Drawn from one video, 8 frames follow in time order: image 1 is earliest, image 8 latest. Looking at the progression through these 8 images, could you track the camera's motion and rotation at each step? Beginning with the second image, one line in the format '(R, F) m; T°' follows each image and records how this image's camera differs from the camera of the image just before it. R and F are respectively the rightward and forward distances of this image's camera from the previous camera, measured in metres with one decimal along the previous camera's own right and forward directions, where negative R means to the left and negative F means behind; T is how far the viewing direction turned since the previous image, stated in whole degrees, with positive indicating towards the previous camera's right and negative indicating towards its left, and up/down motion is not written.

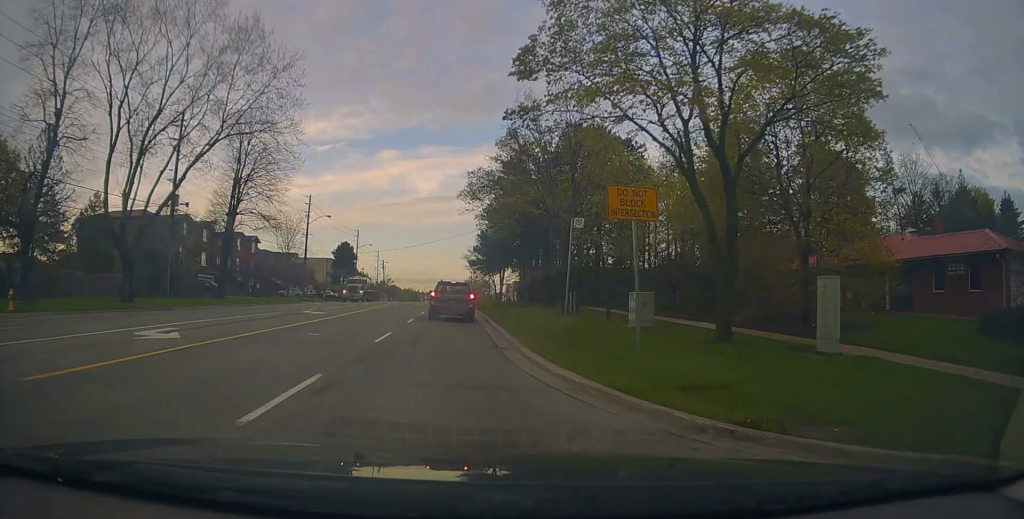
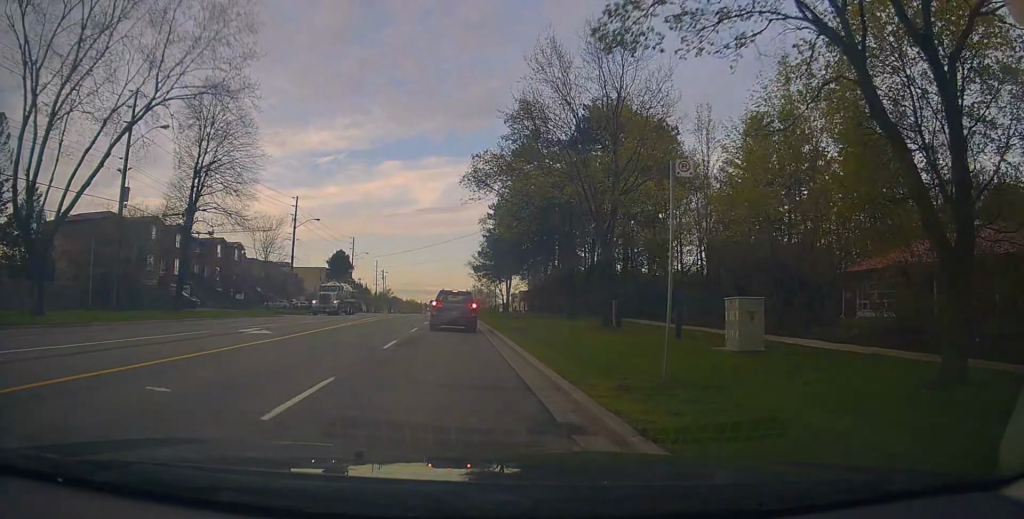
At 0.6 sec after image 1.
(-0.1, +8.1) m; 0°
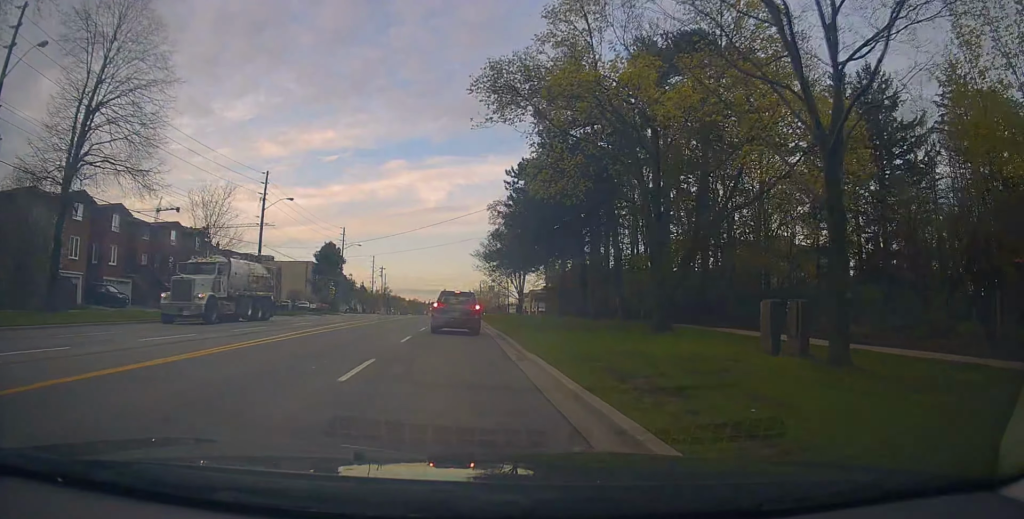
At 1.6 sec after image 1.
(+0.2, +14.5) m; 0°
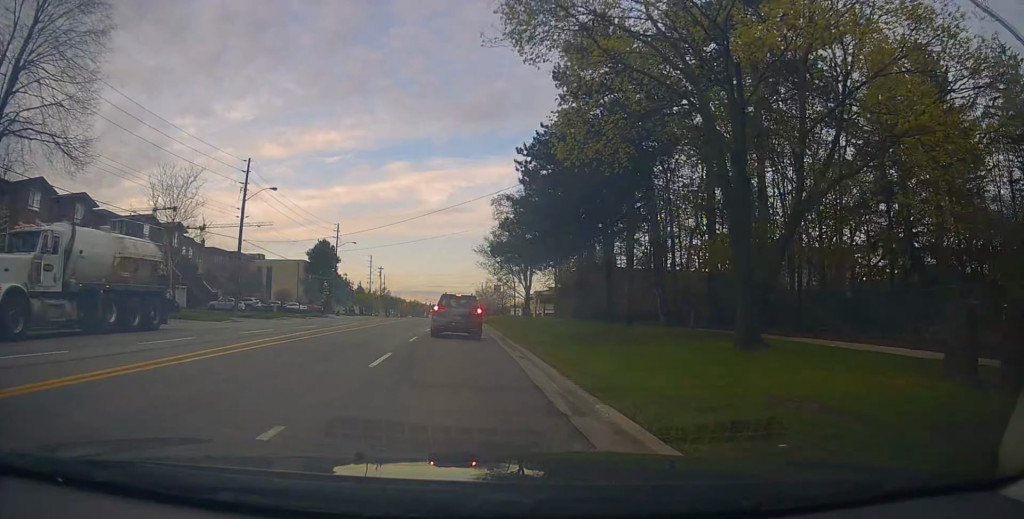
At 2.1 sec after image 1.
(-0.2, +6.3) m; 0°
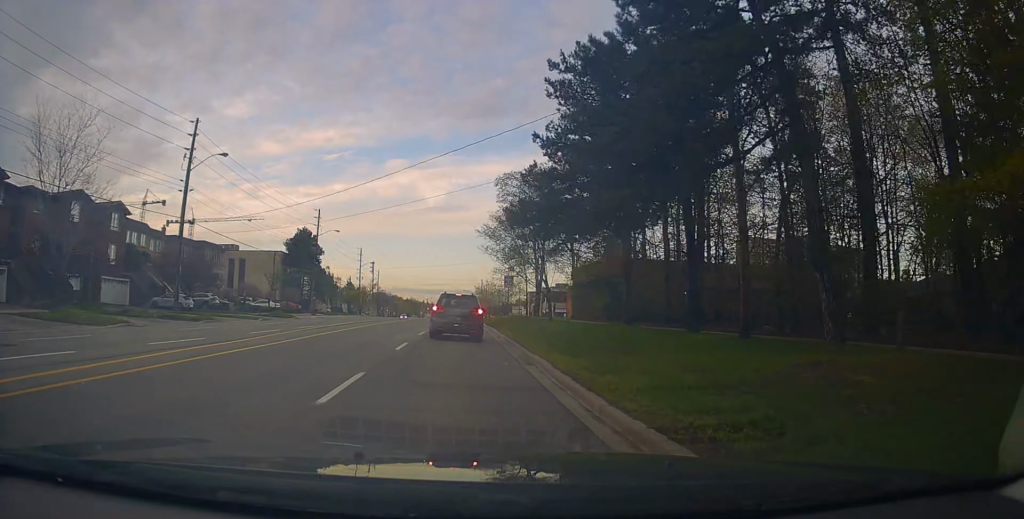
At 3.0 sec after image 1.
(0.0, +12.2) m; 0°
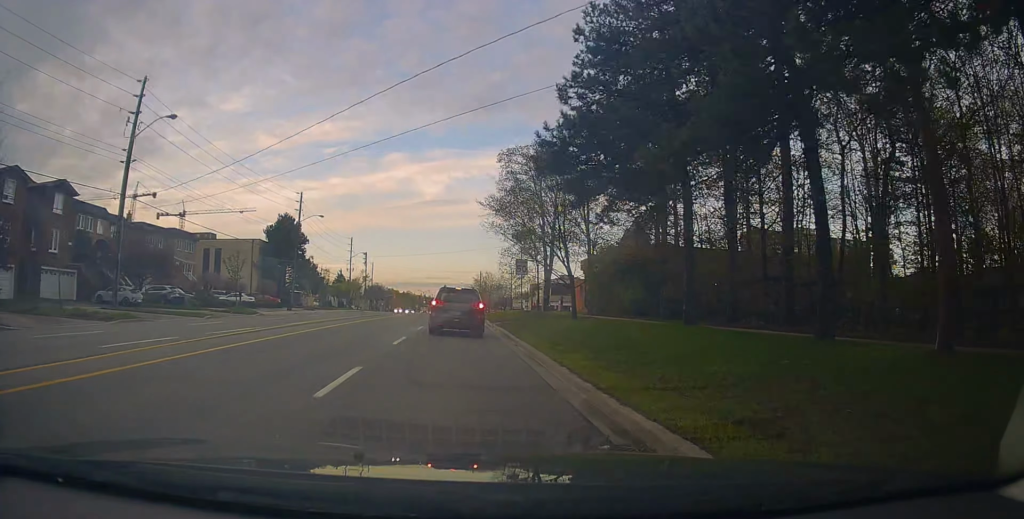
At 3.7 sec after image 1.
(0.0, +8.3) m; 0°
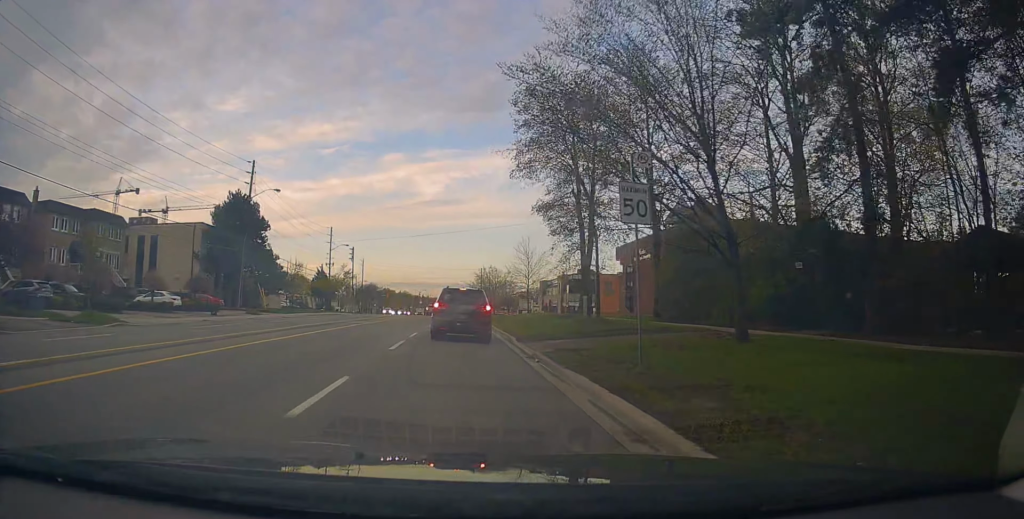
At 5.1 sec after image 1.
(-0.4, +18.1) m; 0°
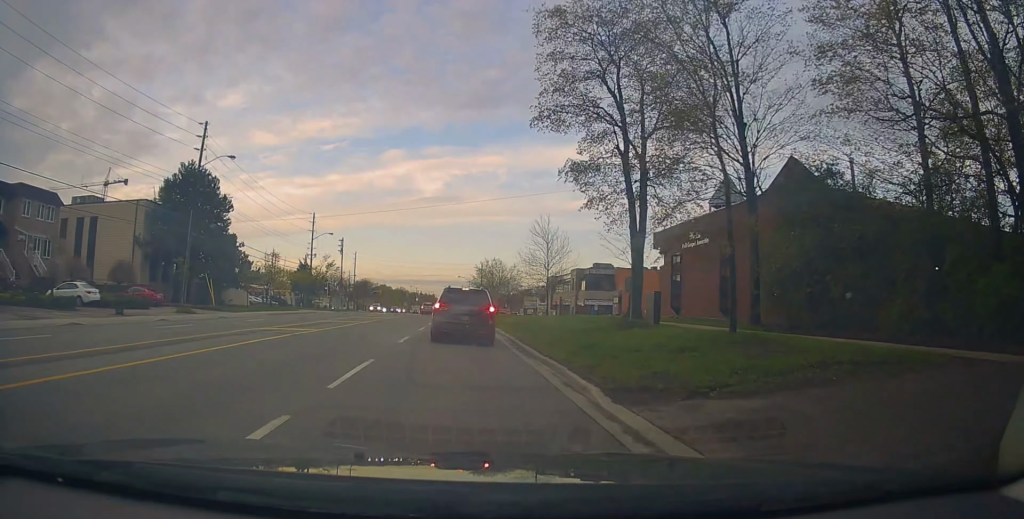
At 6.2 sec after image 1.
(+0.4, +12.2) m; +1°
